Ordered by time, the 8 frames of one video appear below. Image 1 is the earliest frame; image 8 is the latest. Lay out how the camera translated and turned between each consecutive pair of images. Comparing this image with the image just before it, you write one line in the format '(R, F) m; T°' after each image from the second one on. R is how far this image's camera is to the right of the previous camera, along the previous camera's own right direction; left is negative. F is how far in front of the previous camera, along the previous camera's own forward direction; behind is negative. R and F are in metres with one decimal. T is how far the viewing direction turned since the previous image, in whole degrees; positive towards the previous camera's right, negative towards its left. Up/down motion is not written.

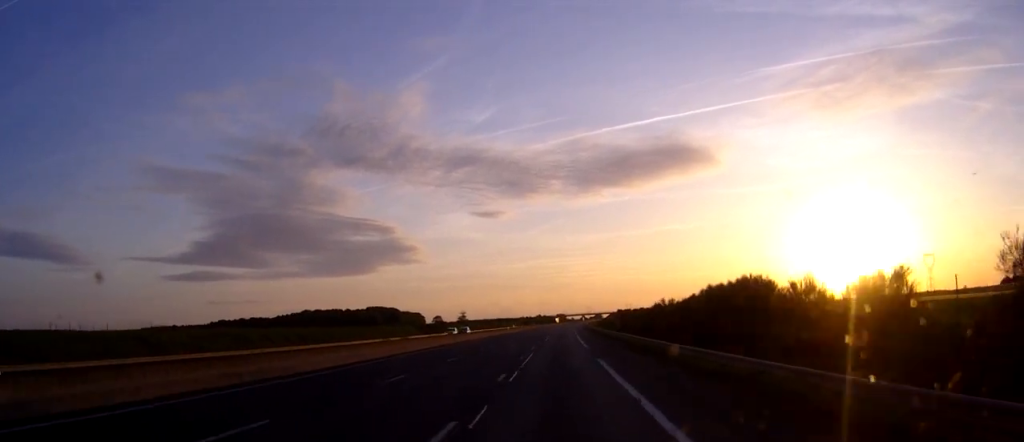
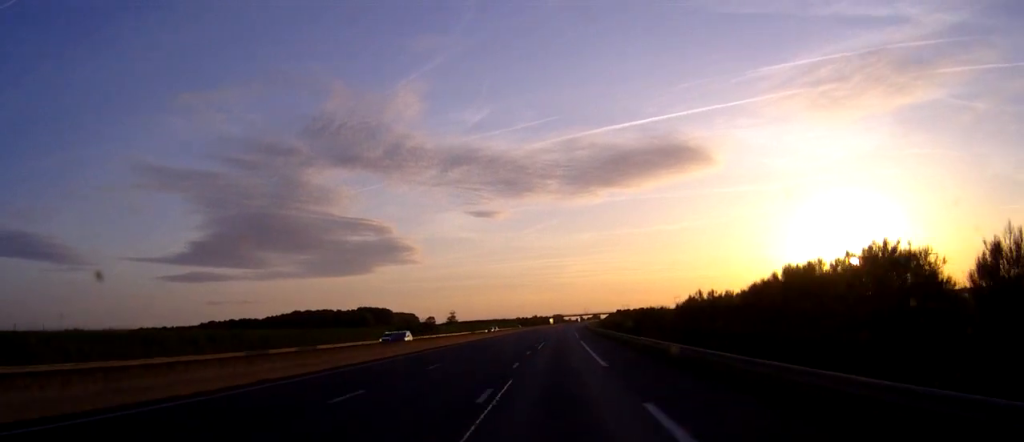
(0.0, +18.9) m; 0°
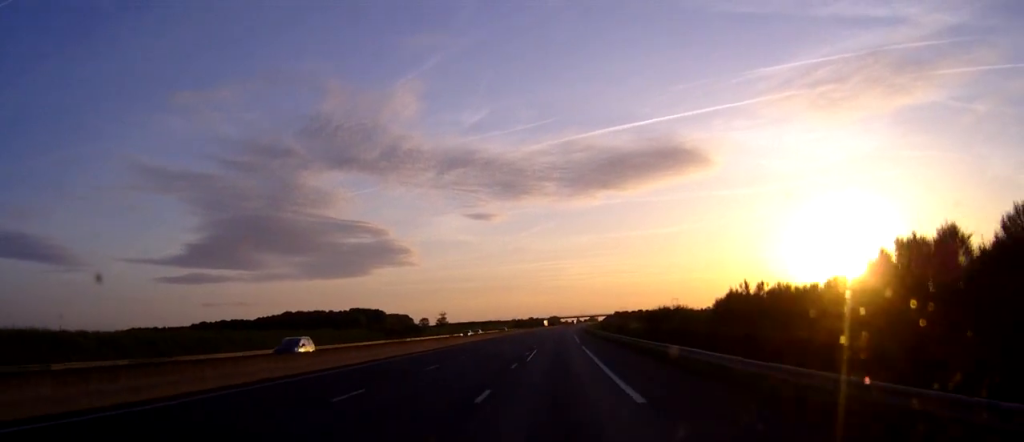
(0.0, +12.9) m; 0°
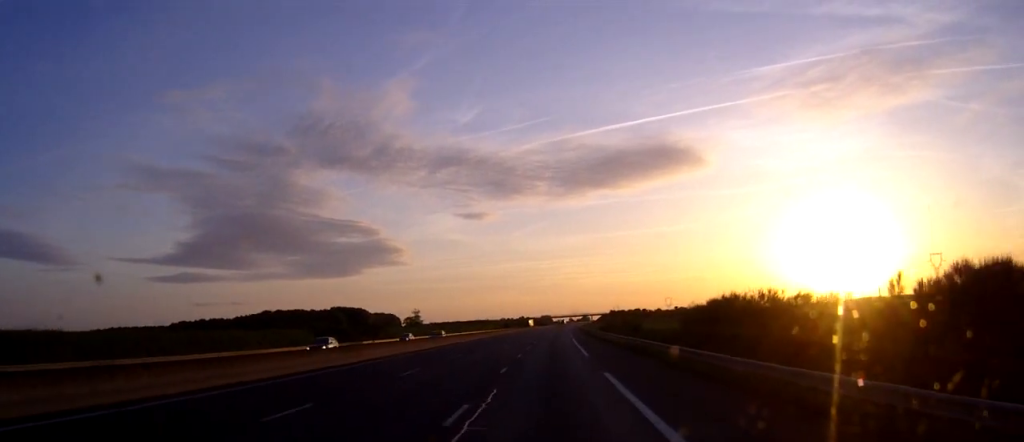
(+0.2, +30.2) m; +1°
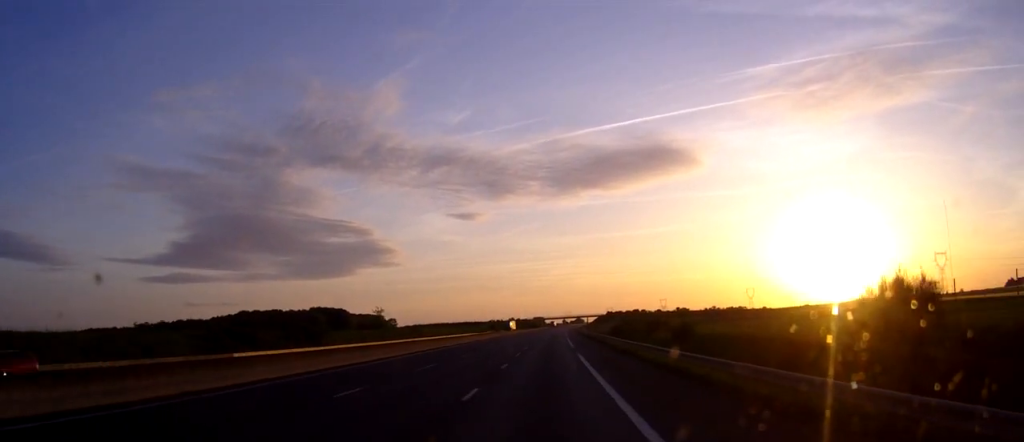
(+0.1, +33.5) m; 0°
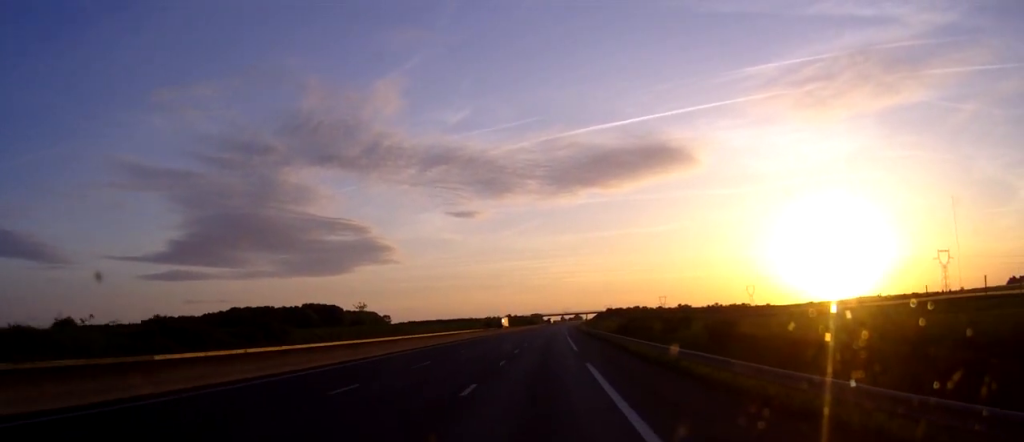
(0.0, +12.8) m; 0°
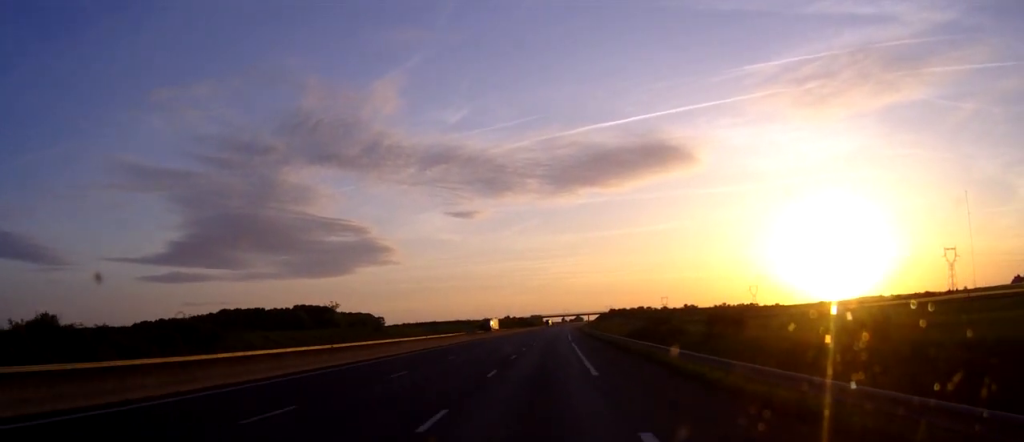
(0.0, +18.9) m; 0°
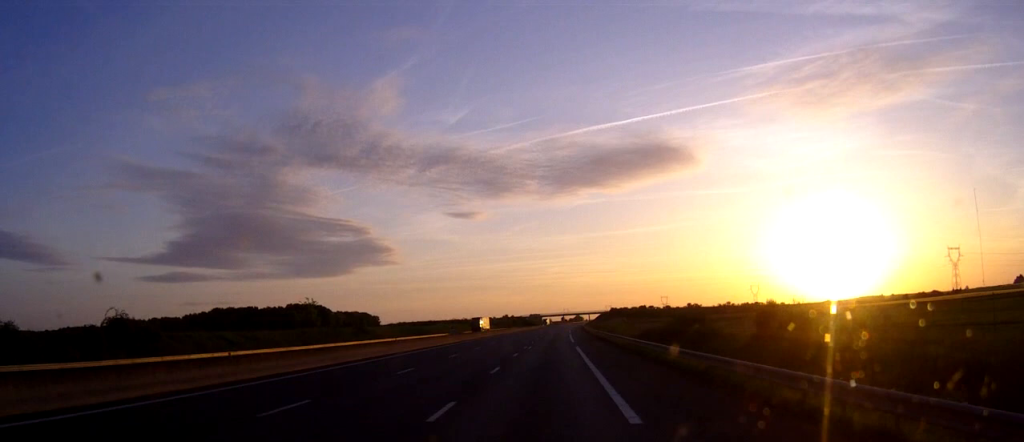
(0.0, +12.0) m; 0°
